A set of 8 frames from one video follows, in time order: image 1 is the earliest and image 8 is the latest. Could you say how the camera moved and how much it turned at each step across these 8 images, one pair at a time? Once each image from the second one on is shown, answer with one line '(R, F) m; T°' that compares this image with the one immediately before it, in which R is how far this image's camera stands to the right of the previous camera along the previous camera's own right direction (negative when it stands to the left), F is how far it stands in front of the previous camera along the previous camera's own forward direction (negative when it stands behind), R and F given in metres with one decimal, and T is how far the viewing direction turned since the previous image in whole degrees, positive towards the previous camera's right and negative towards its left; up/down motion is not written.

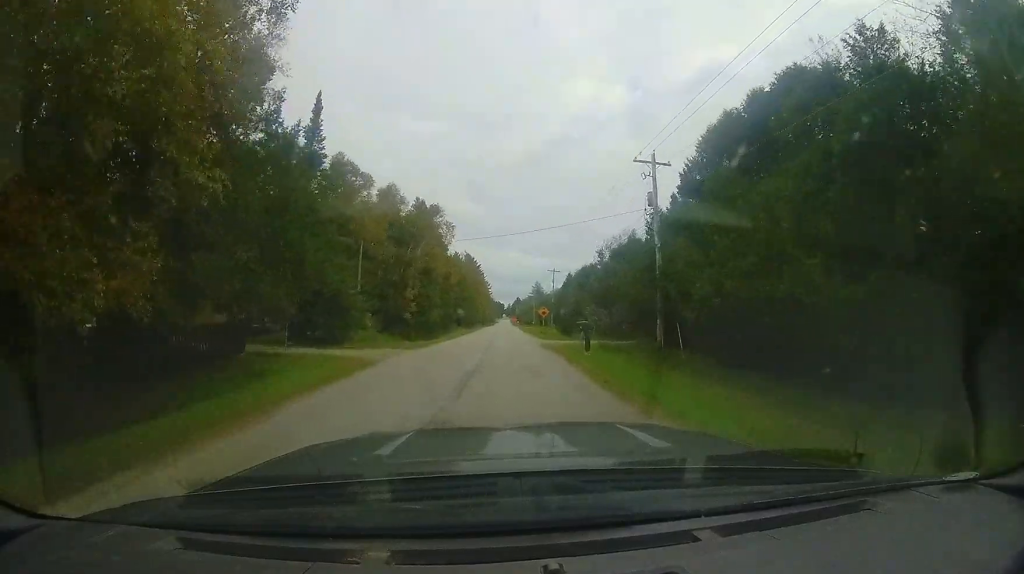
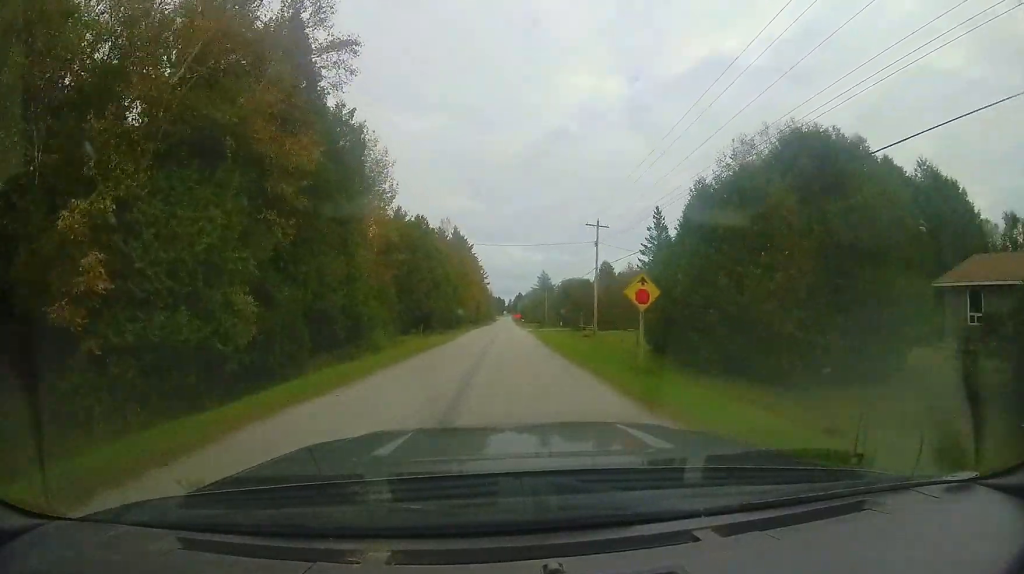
(-0.3, +29.5) m; -2°
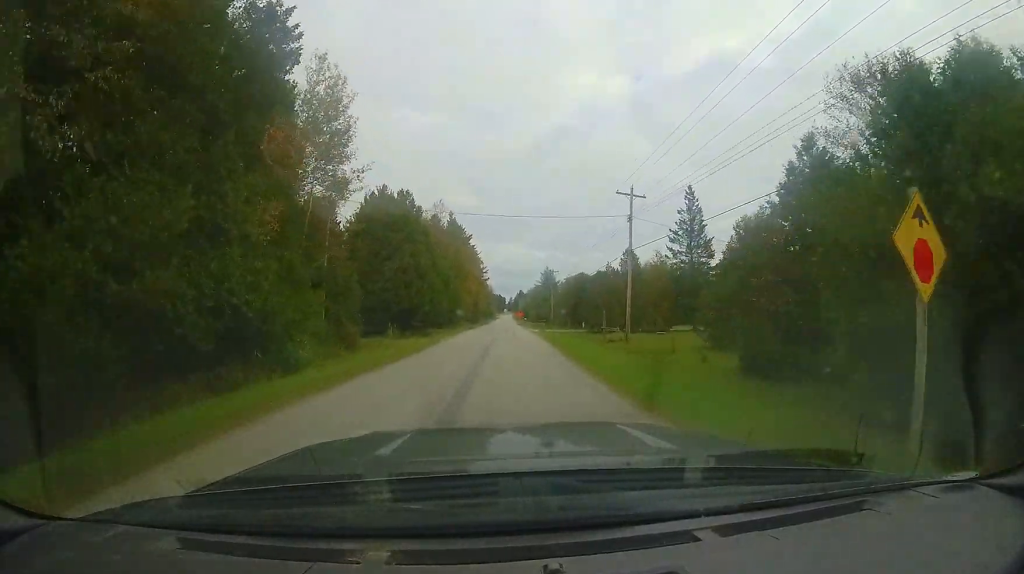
(-0.1, +8.5) m; -1°
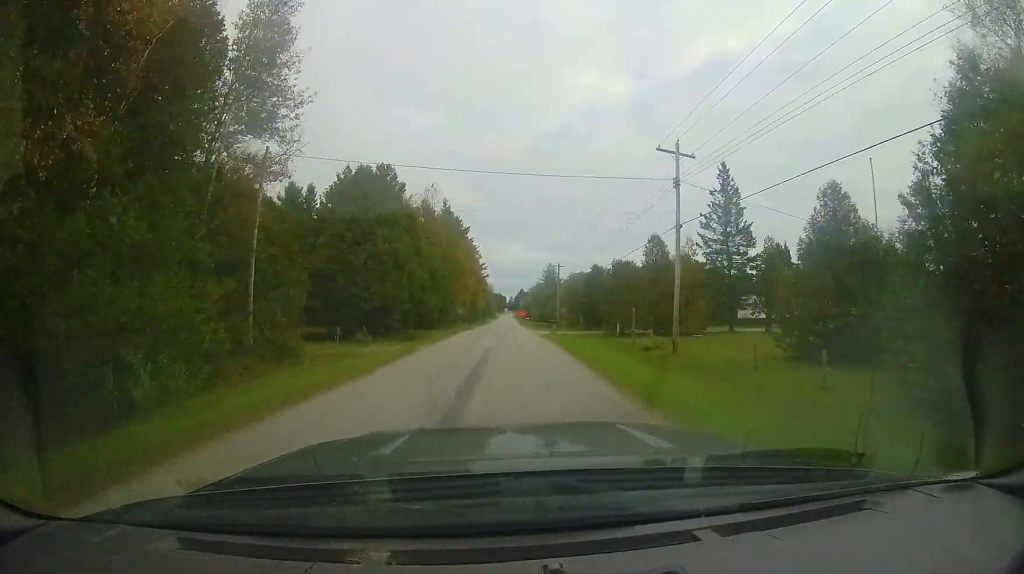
(0.0, +6.8) m; +1°
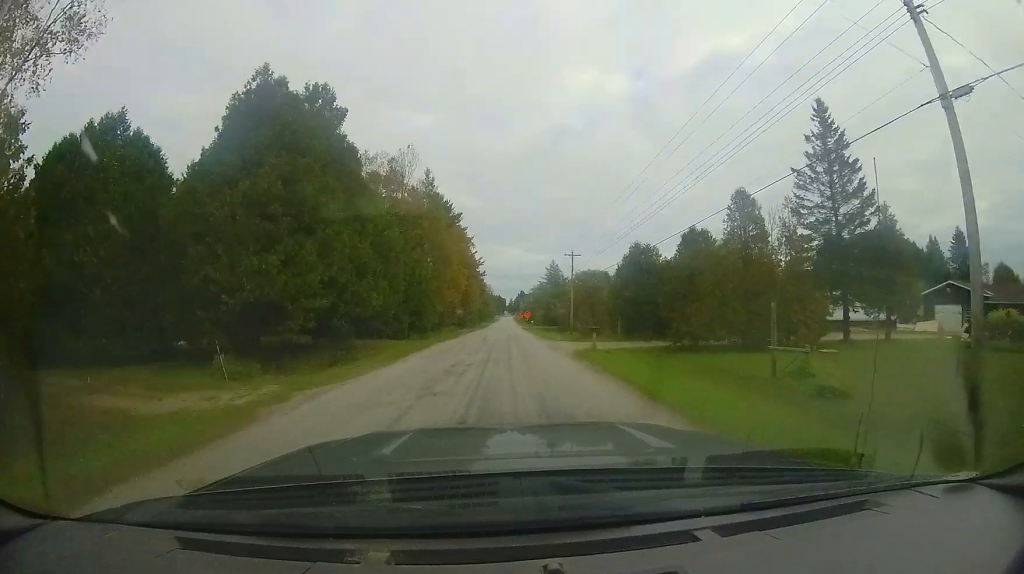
(+0.2, +12.6) m; +1°
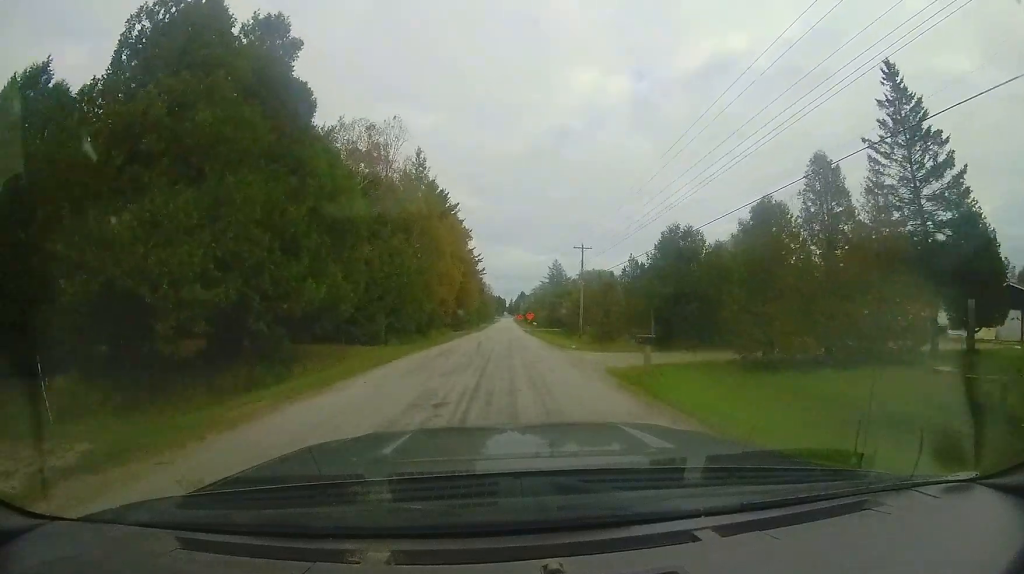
(+0.1, +5.9) m; +1°
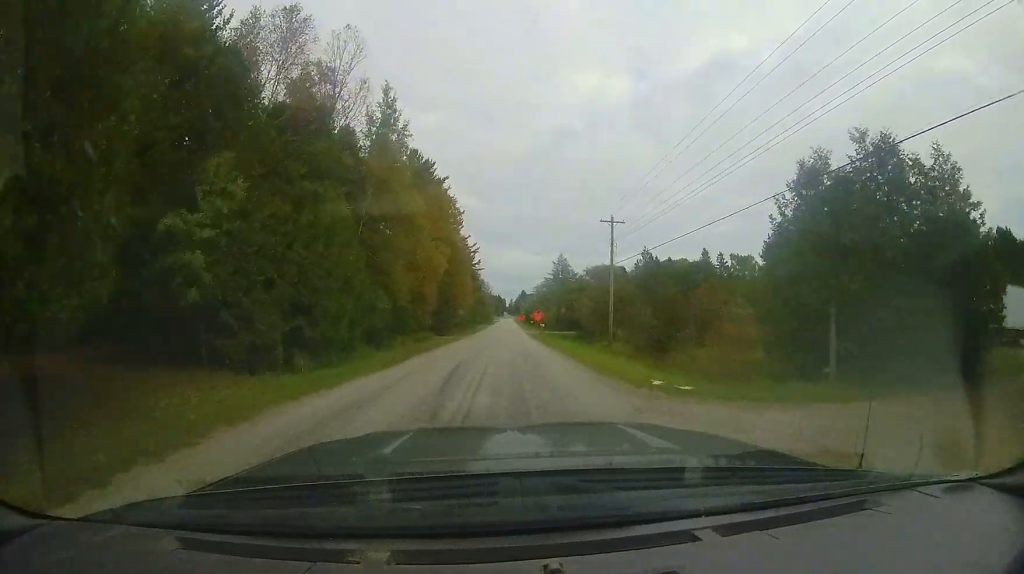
(0.0, +11.6) m; +1°
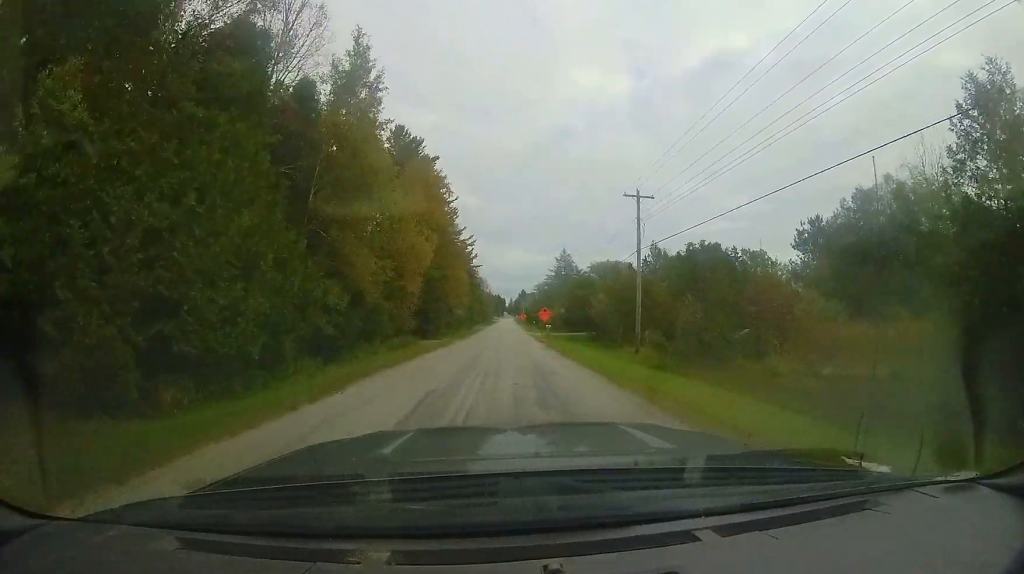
(+0.2, +6.2) m; 0°
